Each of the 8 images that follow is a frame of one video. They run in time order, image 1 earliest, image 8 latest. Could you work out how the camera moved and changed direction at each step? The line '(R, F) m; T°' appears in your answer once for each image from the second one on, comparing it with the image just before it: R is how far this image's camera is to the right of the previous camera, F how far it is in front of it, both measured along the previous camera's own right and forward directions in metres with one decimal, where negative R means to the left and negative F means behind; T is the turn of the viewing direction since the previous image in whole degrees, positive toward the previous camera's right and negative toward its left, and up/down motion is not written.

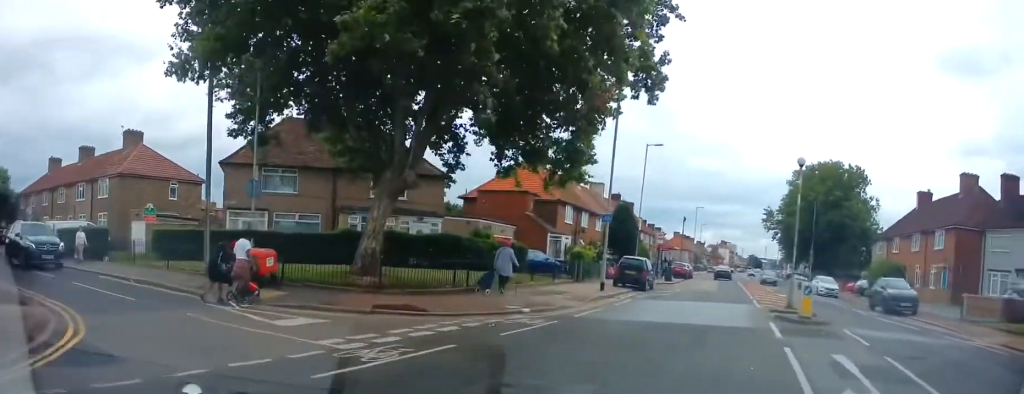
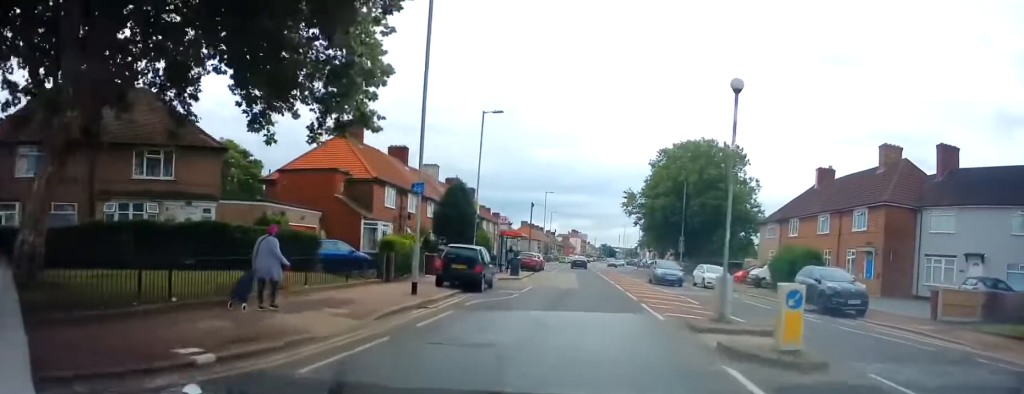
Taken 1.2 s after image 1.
(+1.5, +7.9) m; +14°
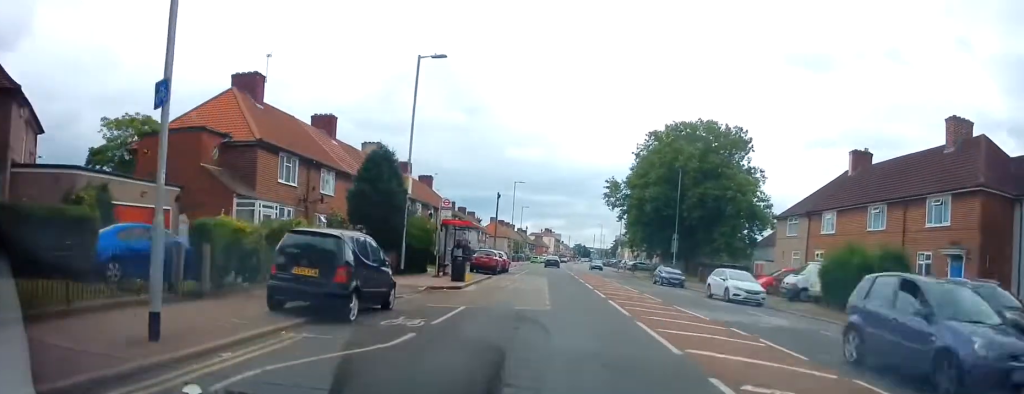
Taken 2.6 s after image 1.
(+0.3, +10.3) m; +2°
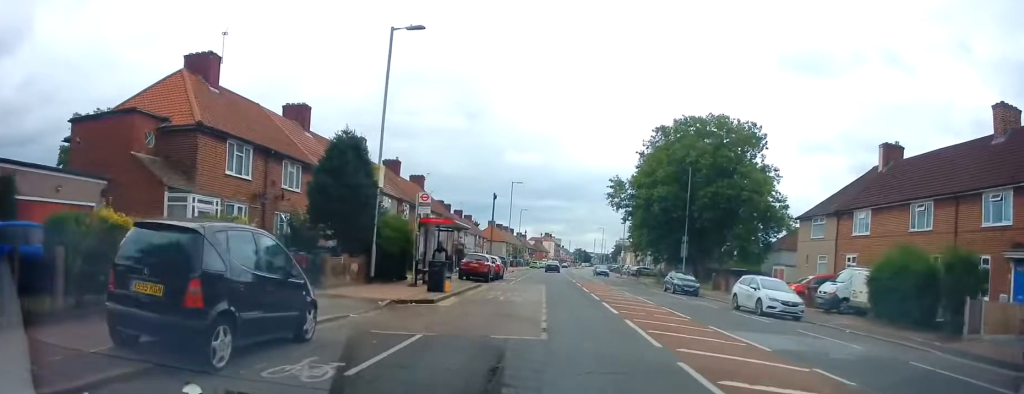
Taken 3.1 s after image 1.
(0.0, +4.3) m; -2°
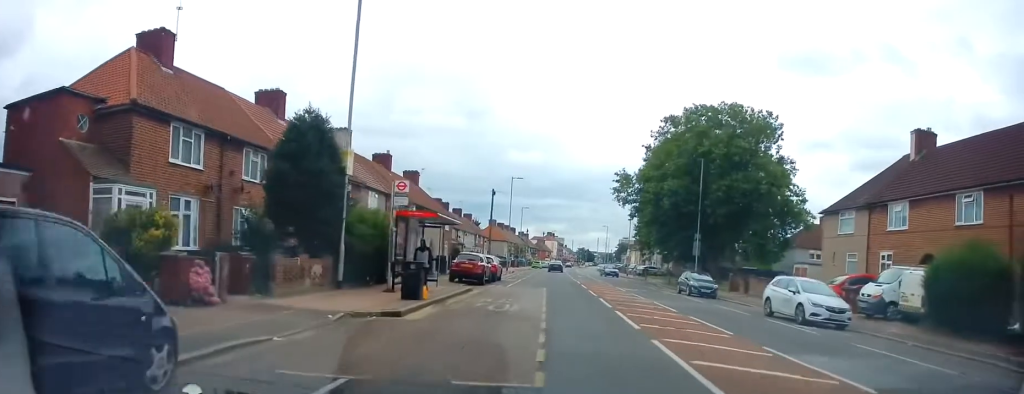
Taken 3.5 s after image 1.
(+0.1, +3.4) m; -1°
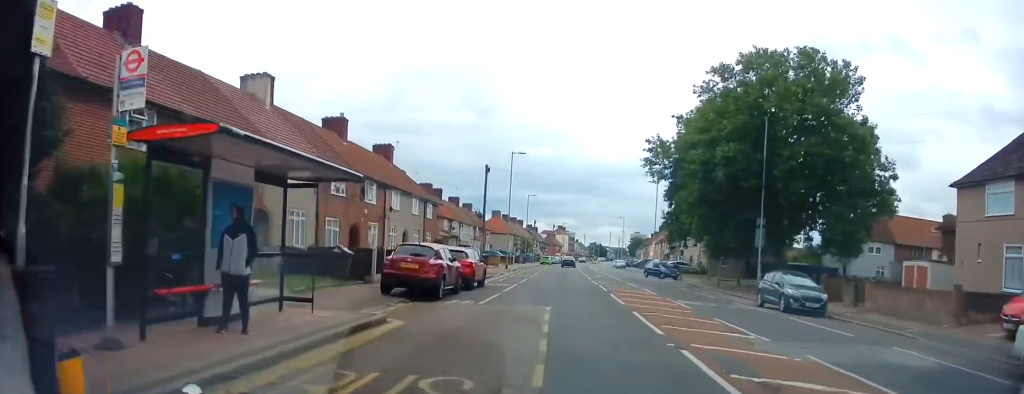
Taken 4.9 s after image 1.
(-0.7, +12.9) m; -3°
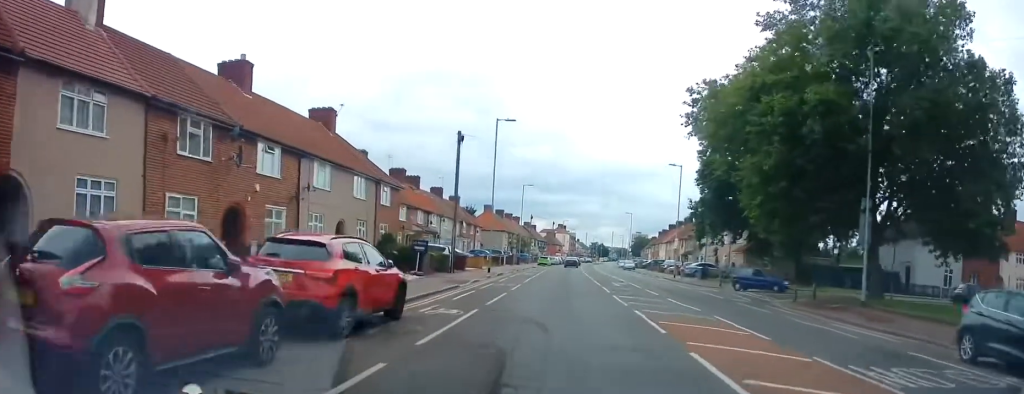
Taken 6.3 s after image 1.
(+0.5, +12.7) m; +3°
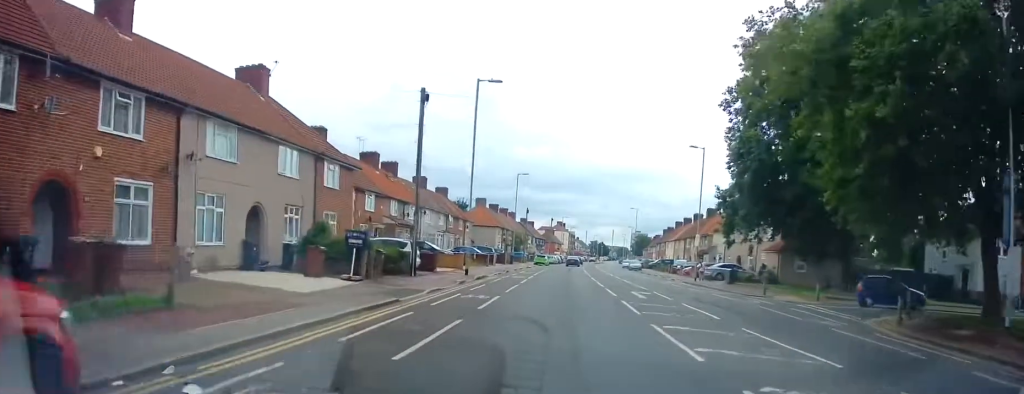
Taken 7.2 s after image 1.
(-0.1, +8.7) m; 0°
